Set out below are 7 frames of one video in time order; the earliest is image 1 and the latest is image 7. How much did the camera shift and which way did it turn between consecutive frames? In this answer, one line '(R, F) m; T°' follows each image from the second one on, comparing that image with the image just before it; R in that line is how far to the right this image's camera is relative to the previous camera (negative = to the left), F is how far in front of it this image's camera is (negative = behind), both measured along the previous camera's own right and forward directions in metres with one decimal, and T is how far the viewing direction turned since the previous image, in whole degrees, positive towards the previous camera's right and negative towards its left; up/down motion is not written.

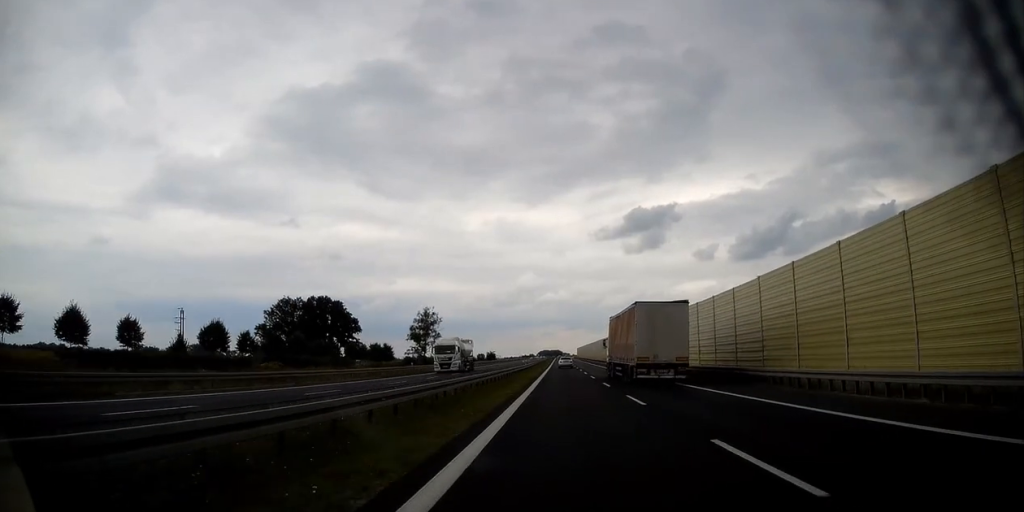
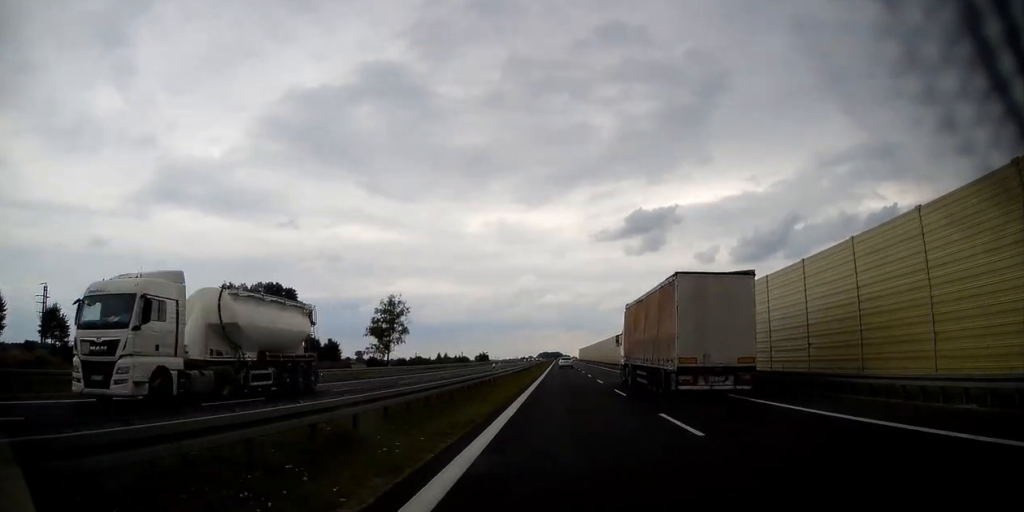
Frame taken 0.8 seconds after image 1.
(0.0, +31.1) m; 0°
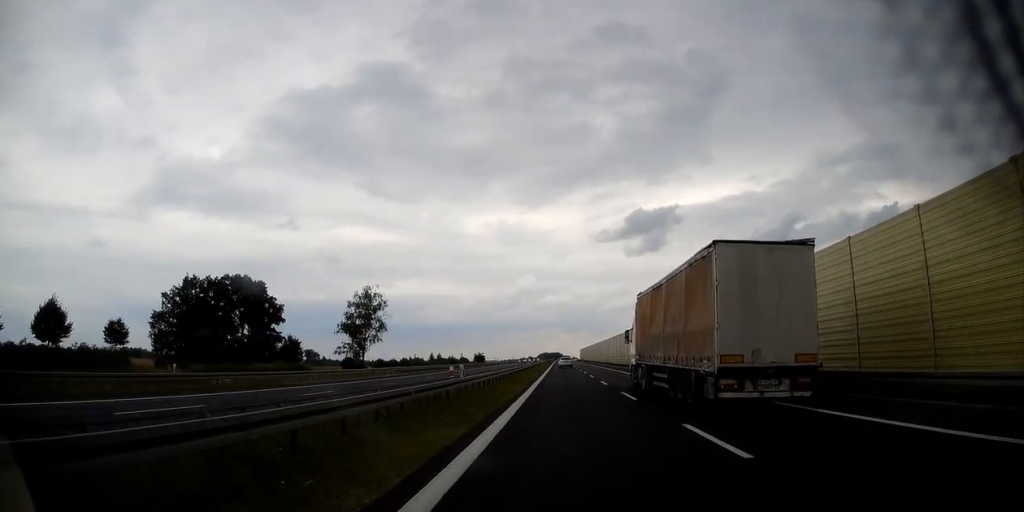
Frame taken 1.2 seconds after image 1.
(0.0, +14.8) m; 0°
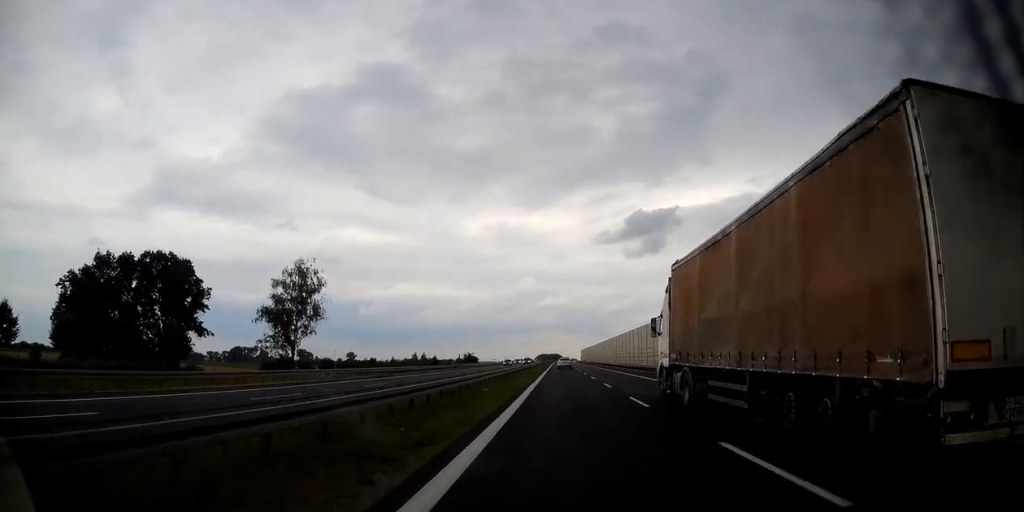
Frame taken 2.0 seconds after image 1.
(0.0, +27.1) m; 0°
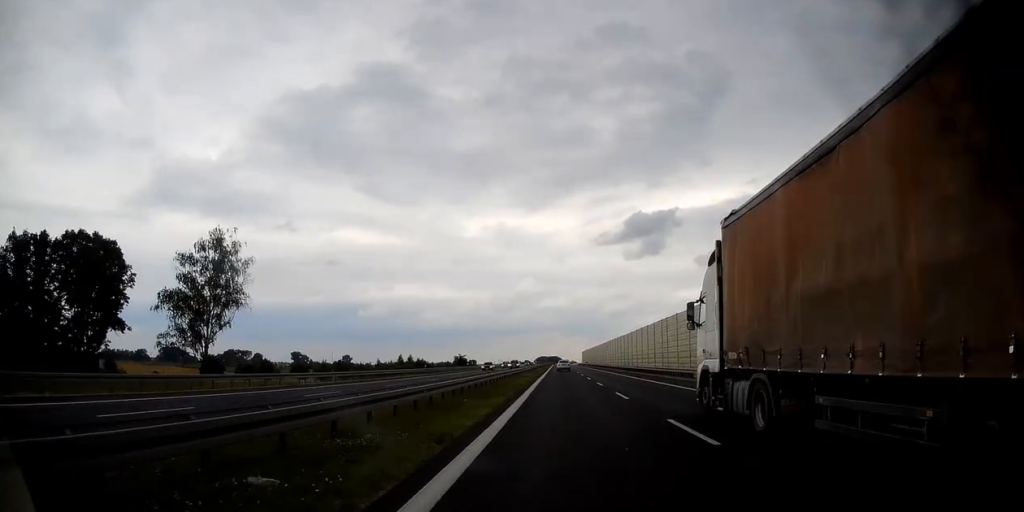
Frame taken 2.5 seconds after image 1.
(-0.1, +19.6) m; 0°
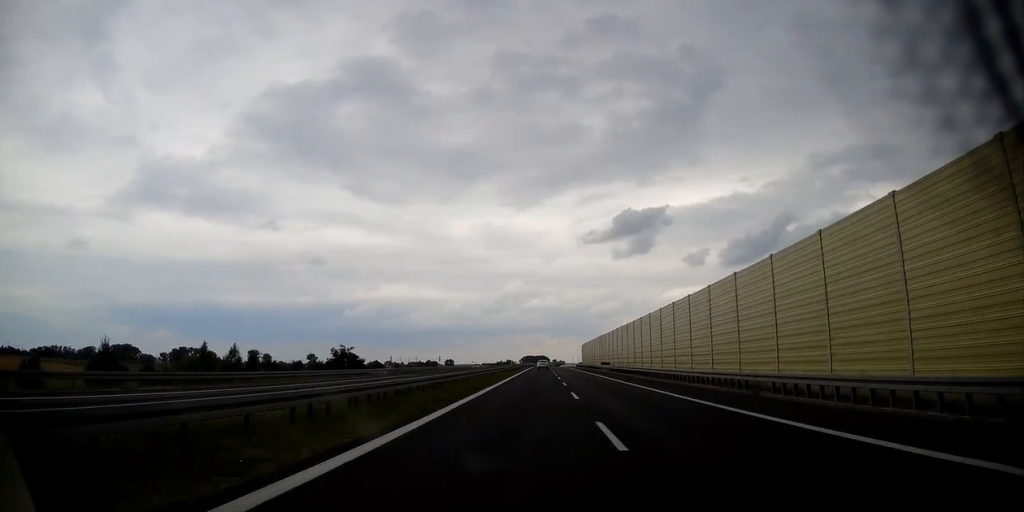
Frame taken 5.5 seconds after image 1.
(+0.9, +110.1) m; +1°
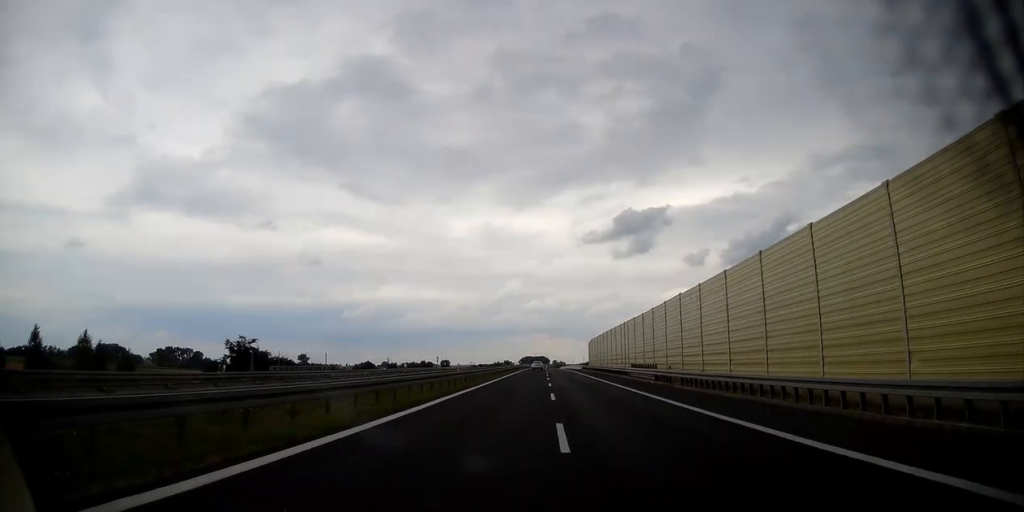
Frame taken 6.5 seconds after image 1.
(0.0, +36.1) m; 0°
